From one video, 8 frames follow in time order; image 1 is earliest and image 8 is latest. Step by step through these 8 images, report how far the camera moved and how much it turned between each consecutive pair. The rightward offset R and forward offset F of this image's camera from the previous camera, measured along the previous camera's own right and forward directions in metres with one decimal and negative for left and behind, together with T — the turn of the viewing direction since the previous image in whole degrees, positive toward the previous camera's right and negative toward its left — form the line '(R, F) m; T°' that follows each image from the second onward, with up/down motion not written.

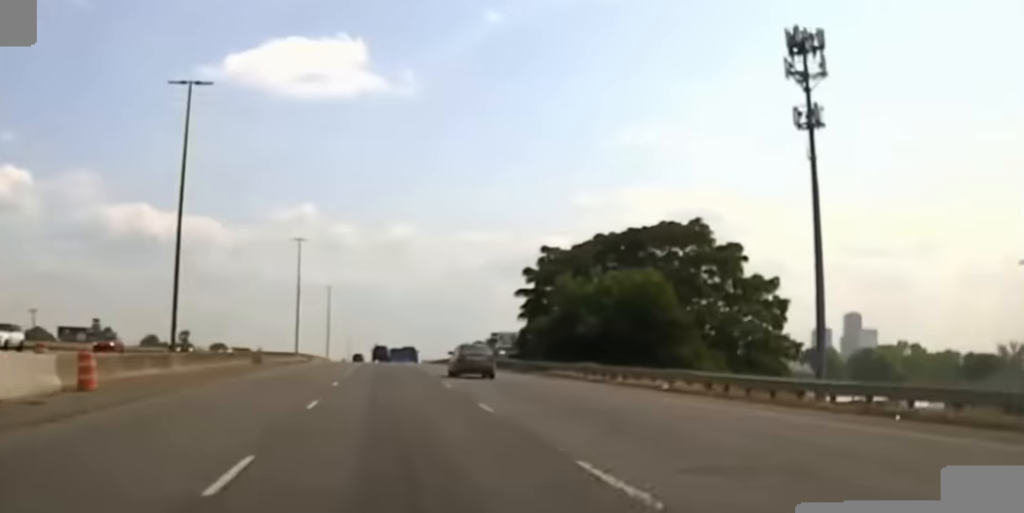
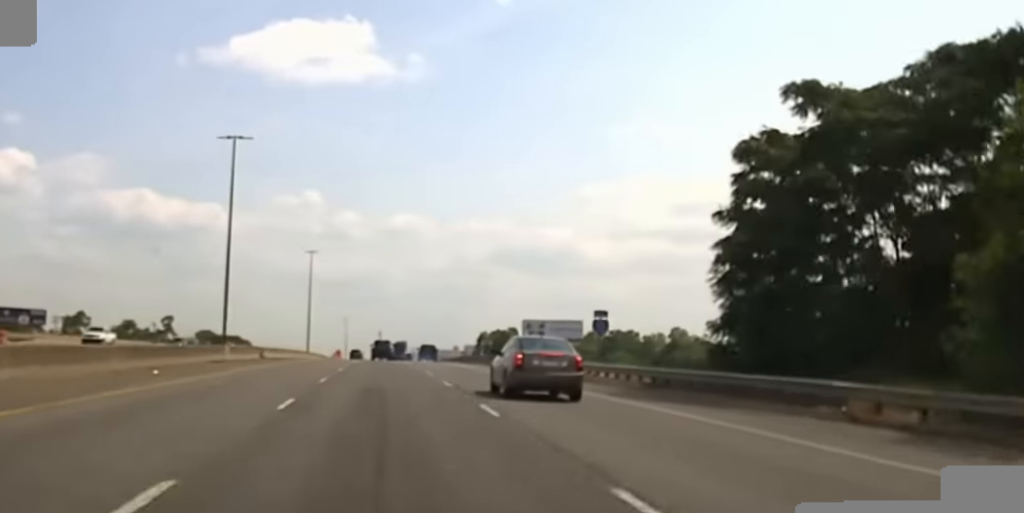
(0.0, +50.2) m; 0°
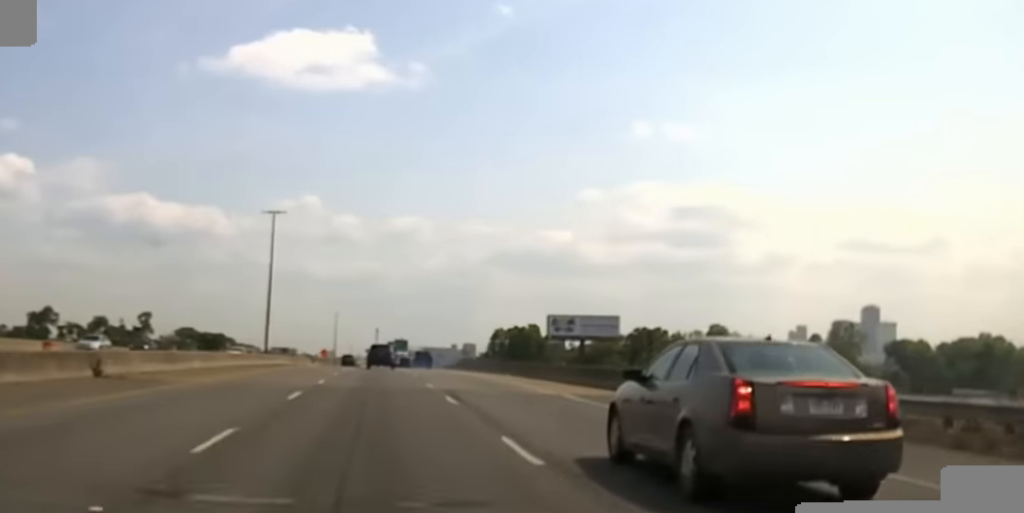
(0.0, +43.6) m; 0°
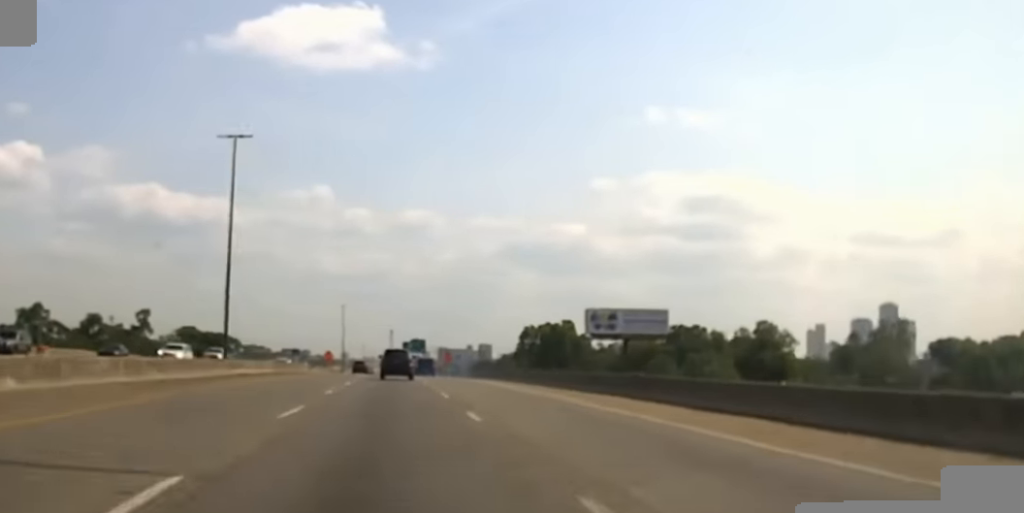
(-0.1, +28.4) m; +1°
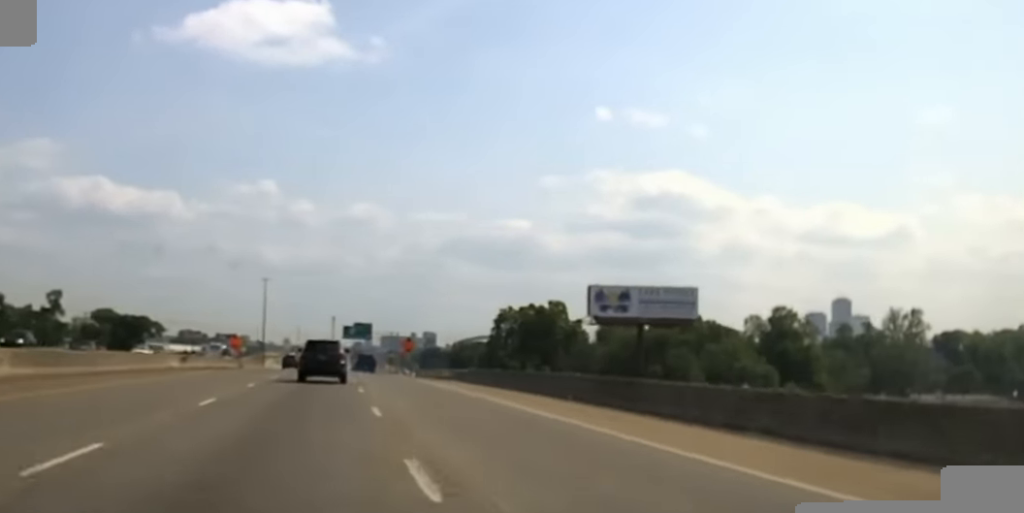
(+0.7, +47.1) m; 0°
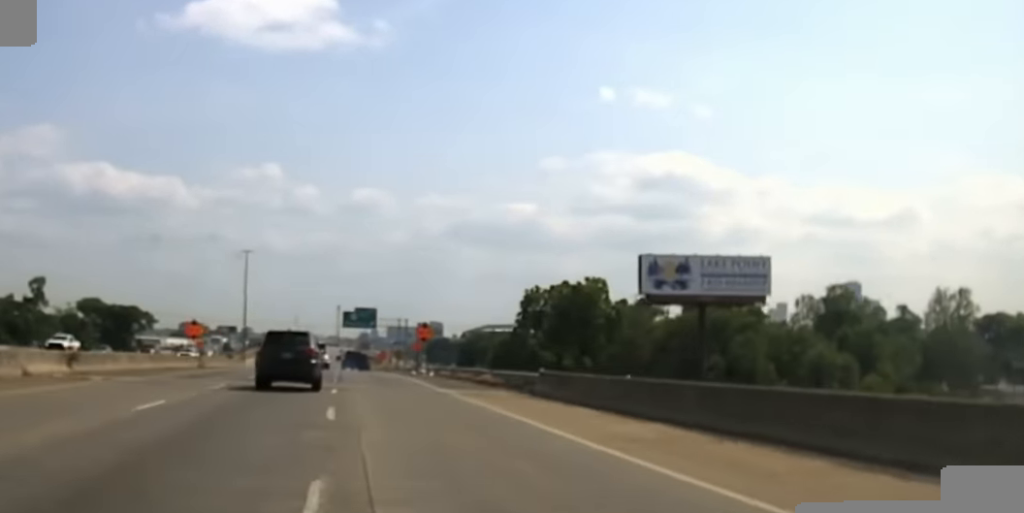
(-0.1, +26.1) m; 0°
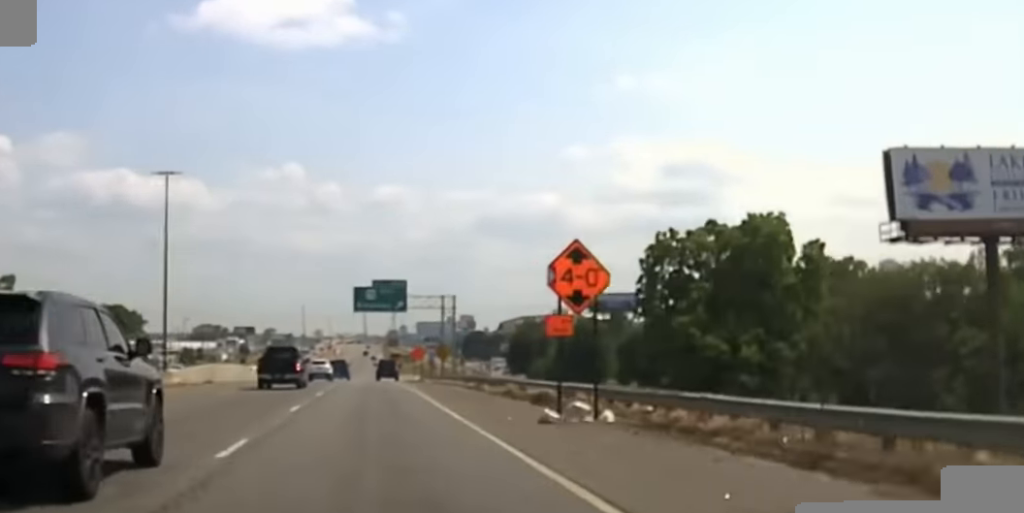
(-0.6, +56.2) m; -1°
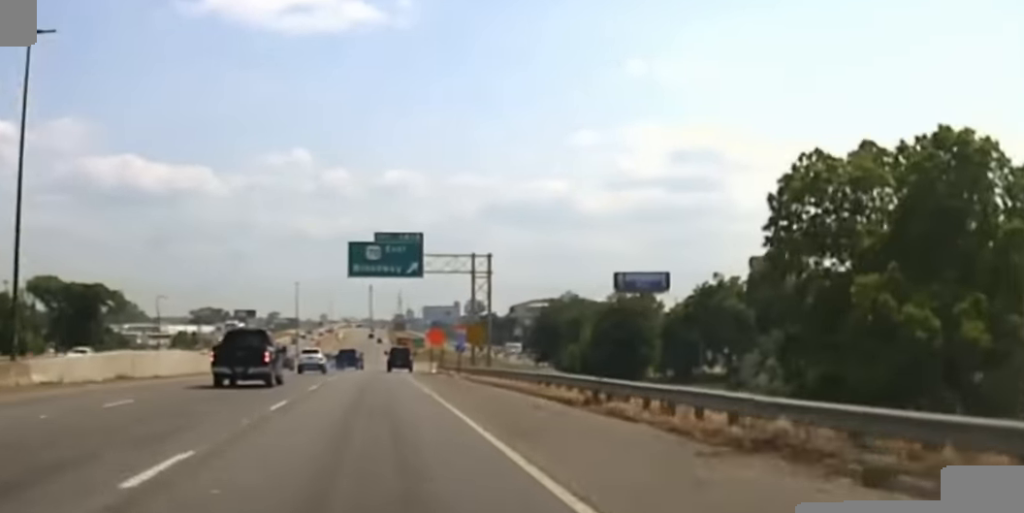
(0.0, +27.2) m; 0°
